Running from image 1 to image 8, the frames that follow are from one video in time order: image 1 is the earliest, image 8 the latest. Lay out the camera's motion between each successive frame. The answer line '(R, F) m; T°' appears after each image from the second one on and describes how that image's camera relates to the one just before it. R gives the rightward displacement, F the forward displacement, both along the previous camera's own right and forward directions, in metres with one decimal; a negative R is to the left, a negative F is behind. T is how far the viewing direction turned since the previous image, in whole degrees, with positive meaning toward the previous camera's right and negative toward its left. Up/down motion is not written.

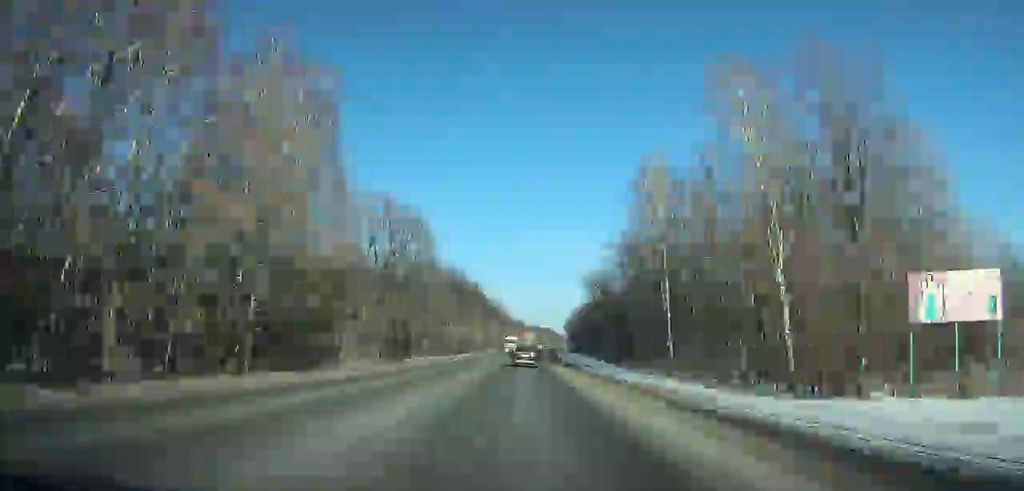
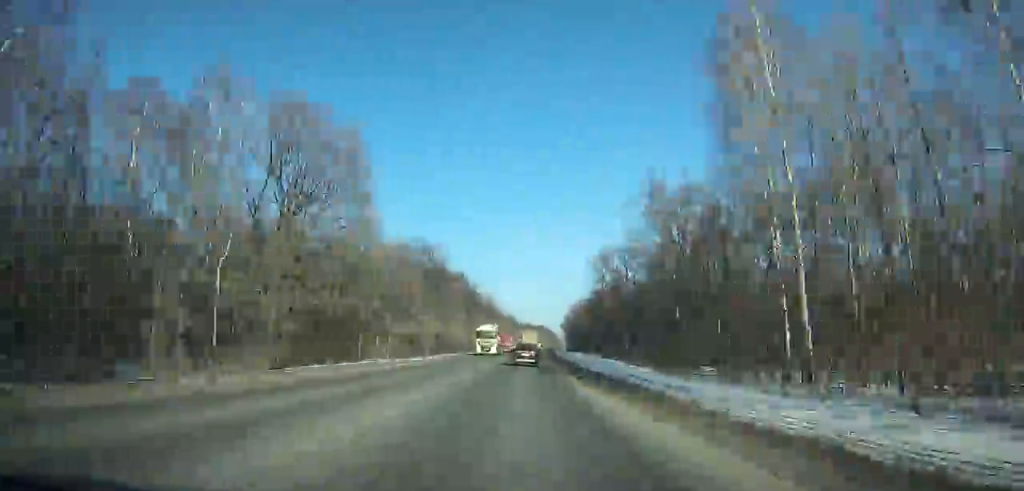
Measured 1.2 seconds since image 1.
(+3.5, +27.5) m; -1°
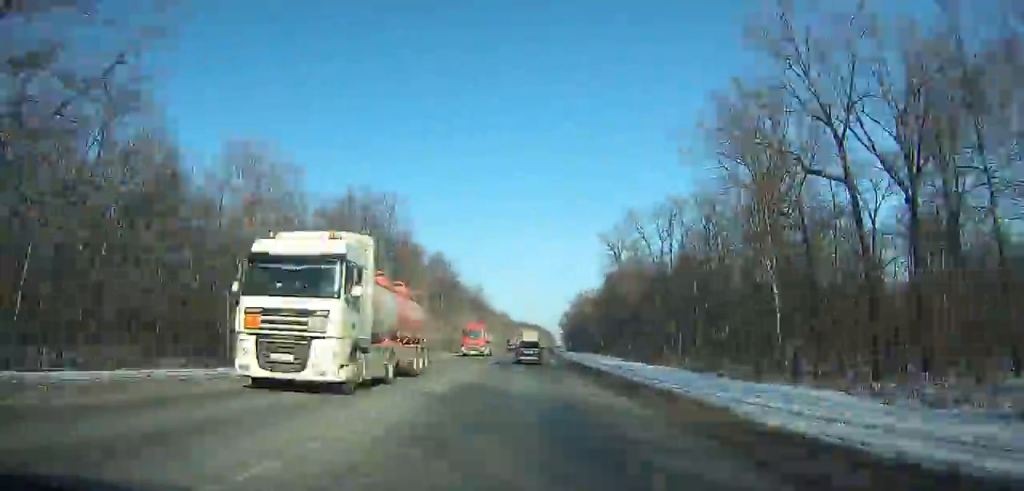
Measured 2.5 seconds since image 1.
(-1.2, +30.3) m; -2°
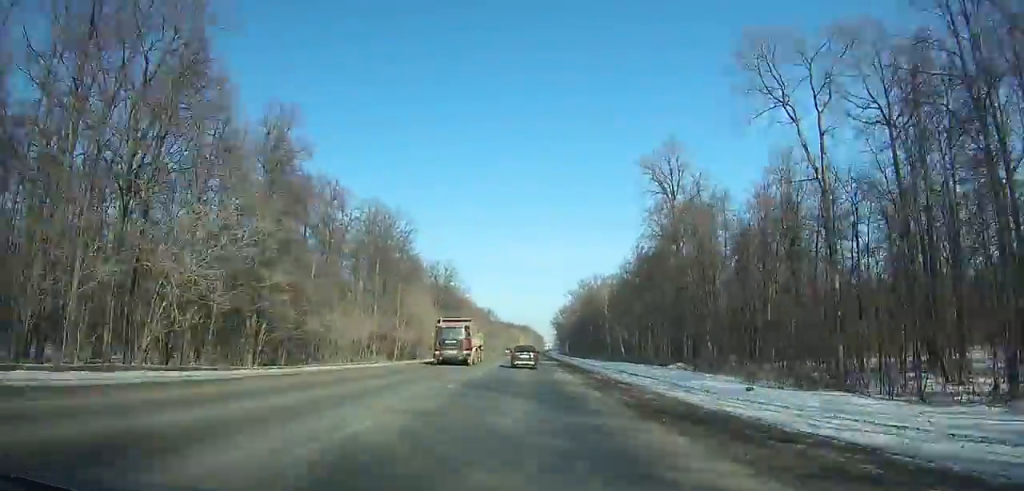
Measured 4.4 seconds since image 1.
(-6.2, +45.3) m; -3°
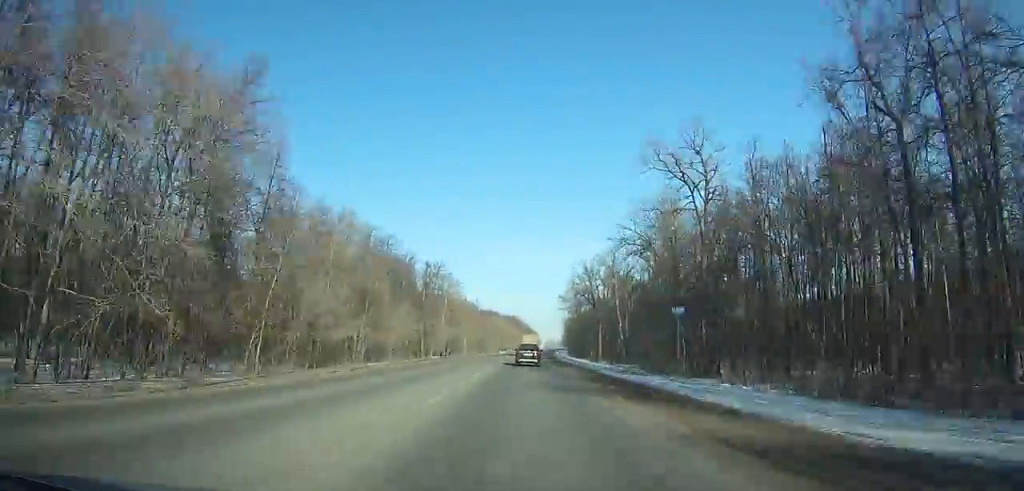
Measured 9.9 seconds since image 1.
(+9.7, +130.1) m; +5°
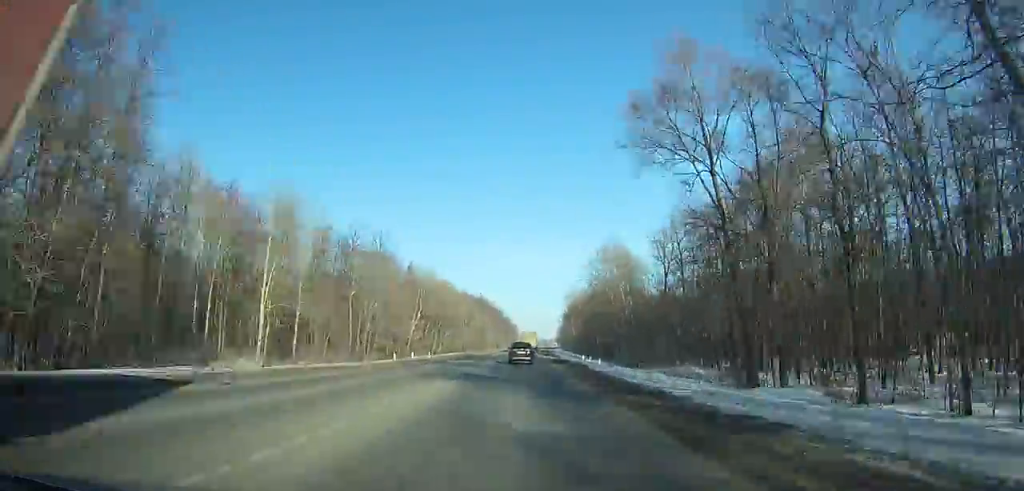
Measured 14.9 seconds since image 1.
(+2.1, +116.1) m; +3°
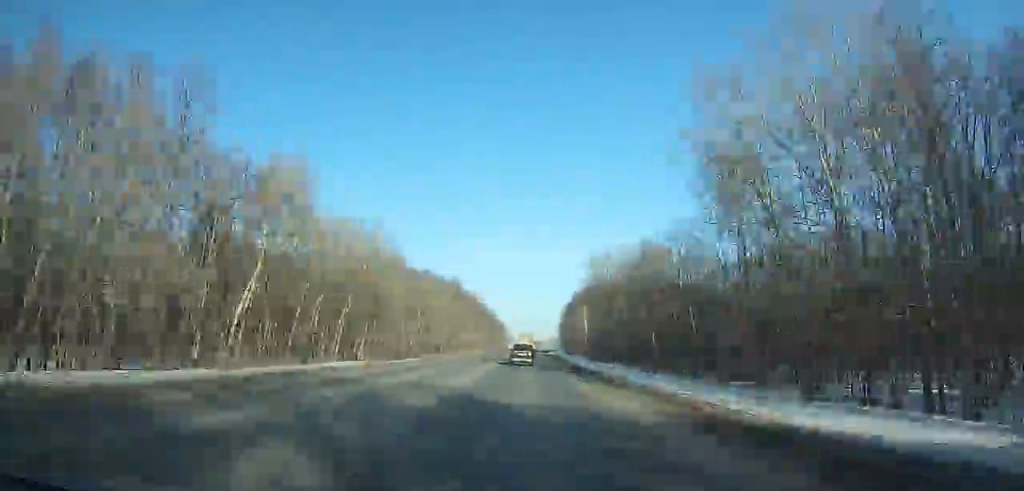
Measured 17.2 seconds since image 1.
(+1.3, +53.0) m; +1°
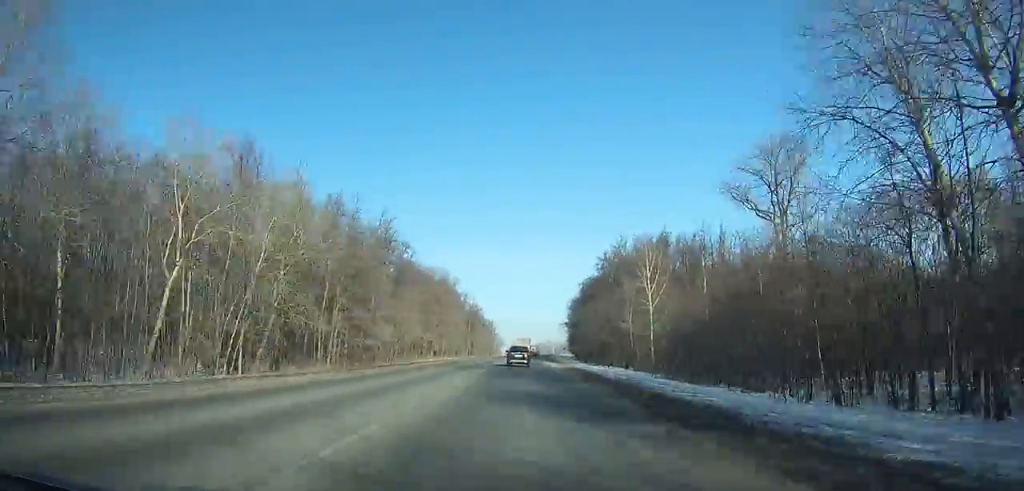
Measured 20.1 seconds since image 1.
(-0.3, +66.5) m; 0°
